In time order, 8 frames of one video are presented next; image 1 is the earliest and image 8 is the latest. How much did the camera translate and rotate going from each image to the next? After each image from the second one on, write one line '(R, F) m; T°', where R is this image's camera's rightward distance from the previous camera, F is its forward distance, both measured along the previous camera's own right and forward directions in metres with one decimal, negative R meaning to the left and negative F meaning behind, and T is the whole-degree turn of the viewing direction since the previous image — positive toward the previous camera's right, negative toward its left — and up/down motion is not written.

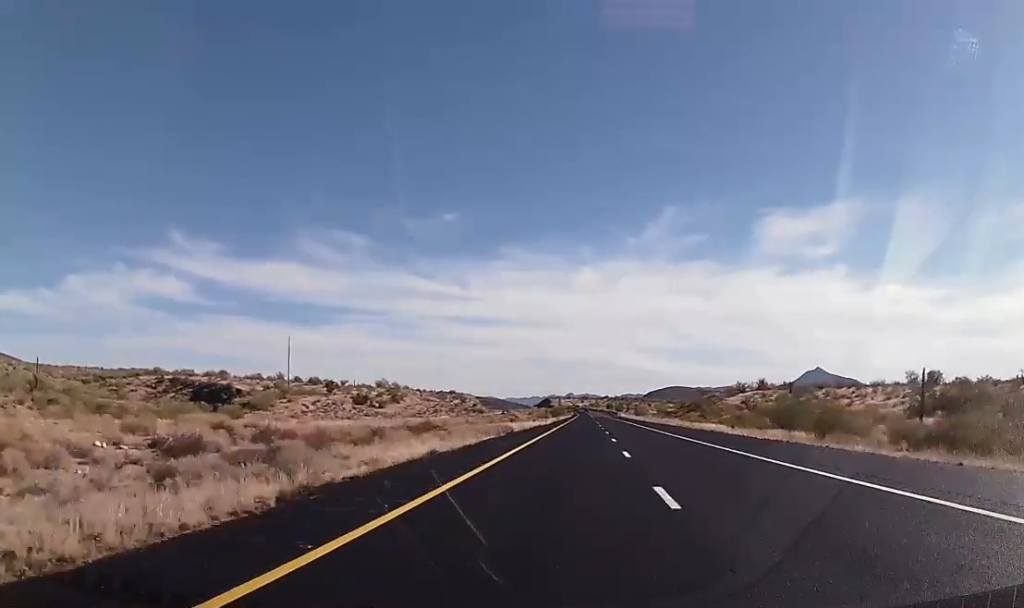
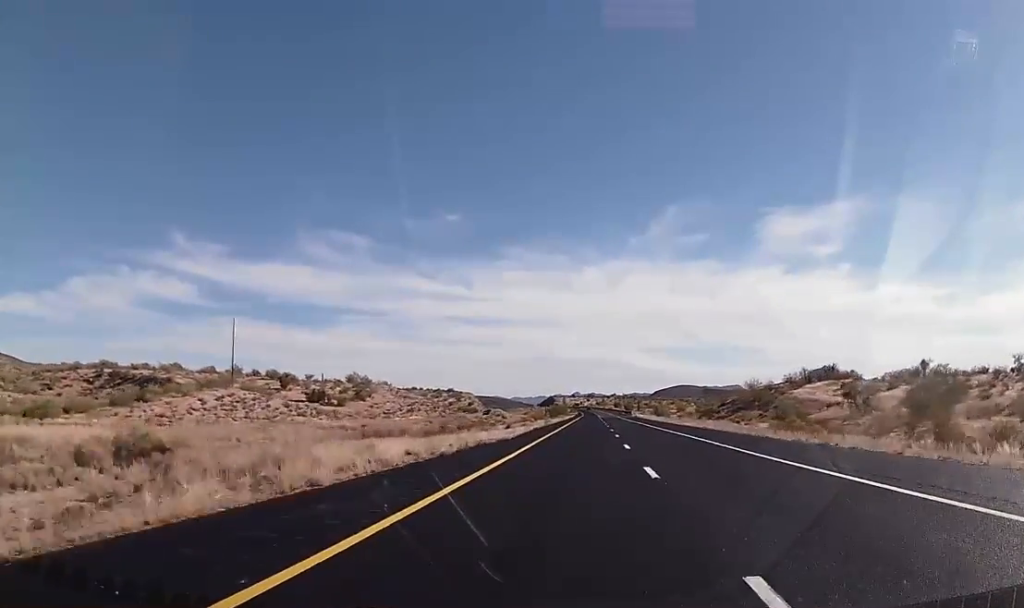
(-0.2, +44.1) m; 0°
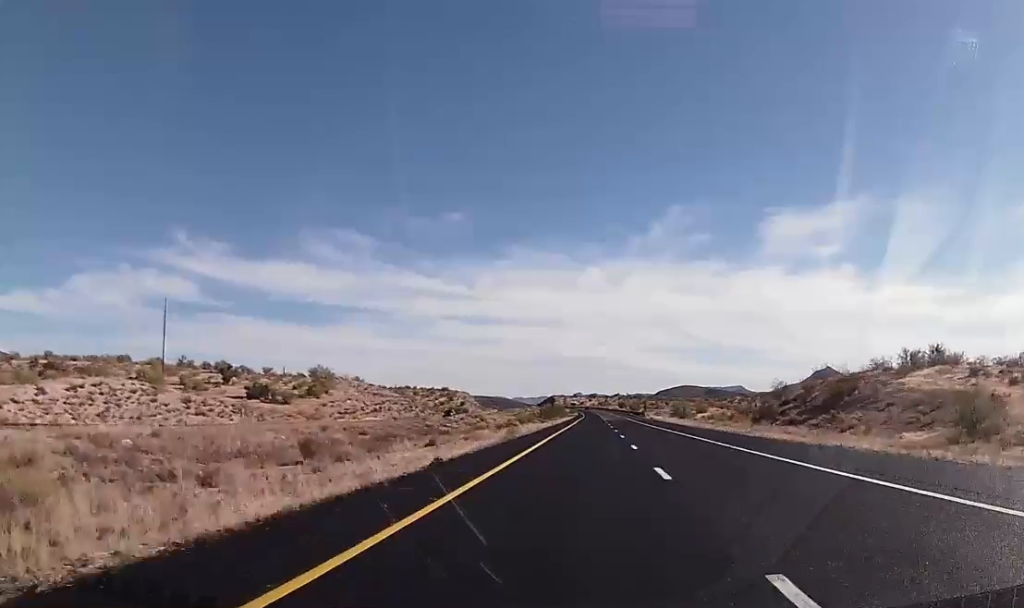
(+0.1, +36.5) m; 0°
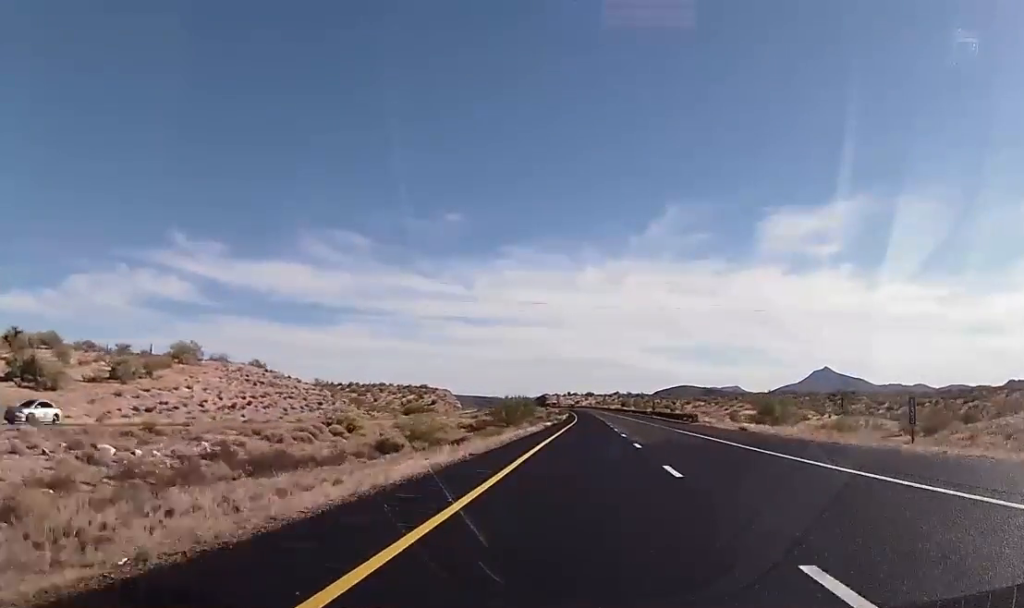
(-0.3, +73.2) m; 0°
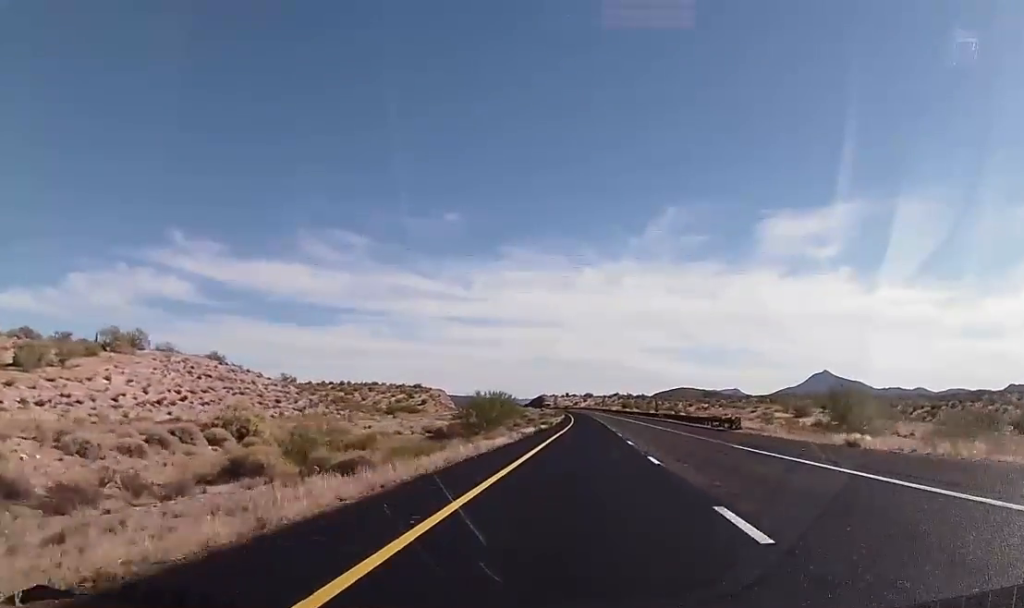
(0.0, +20.3) m; 0°
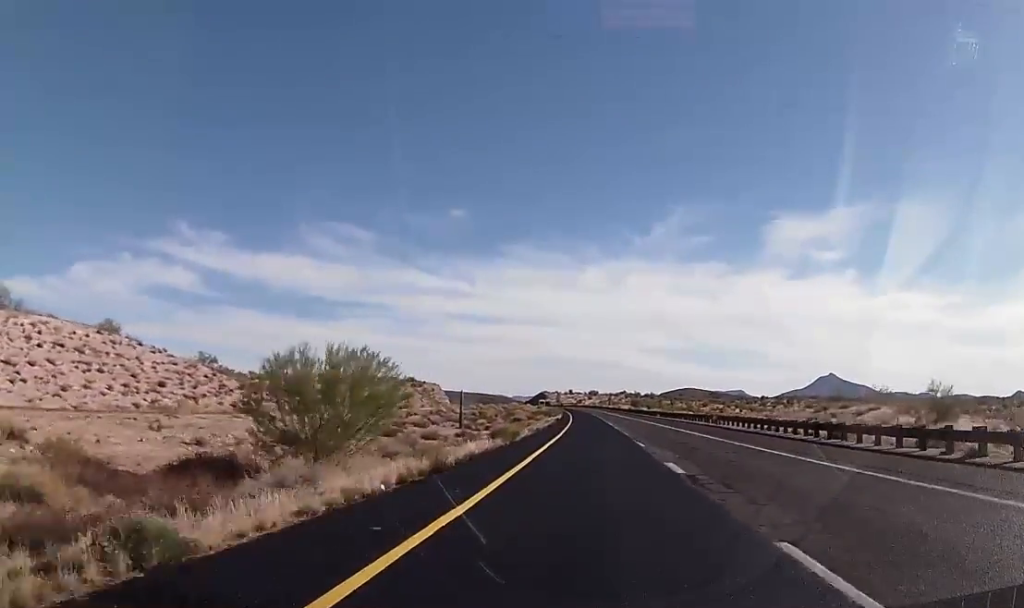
(+0.2, +39.2) m; 0°
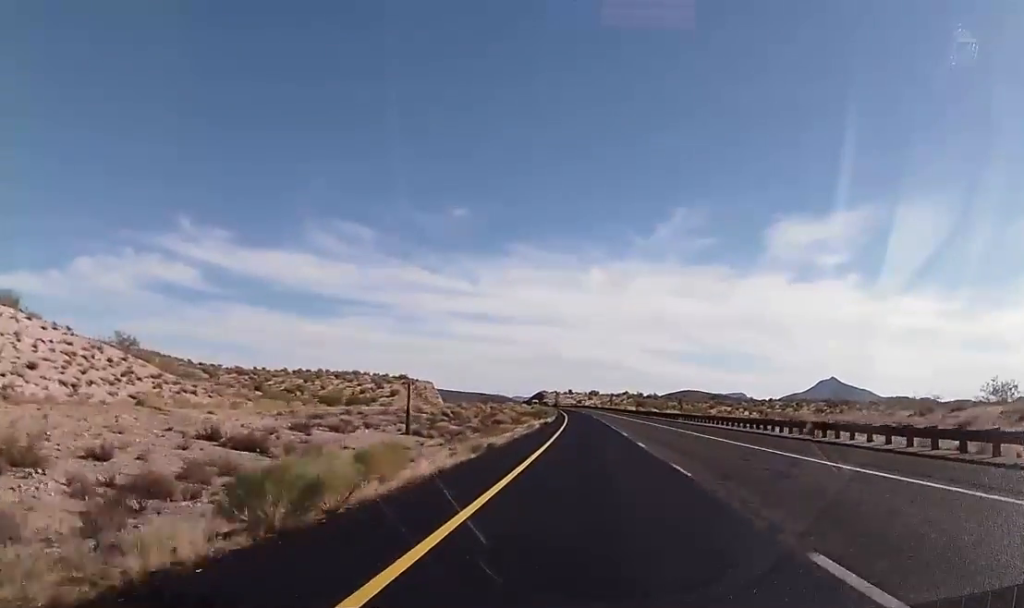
(+0.4, +25.3) m; -1°
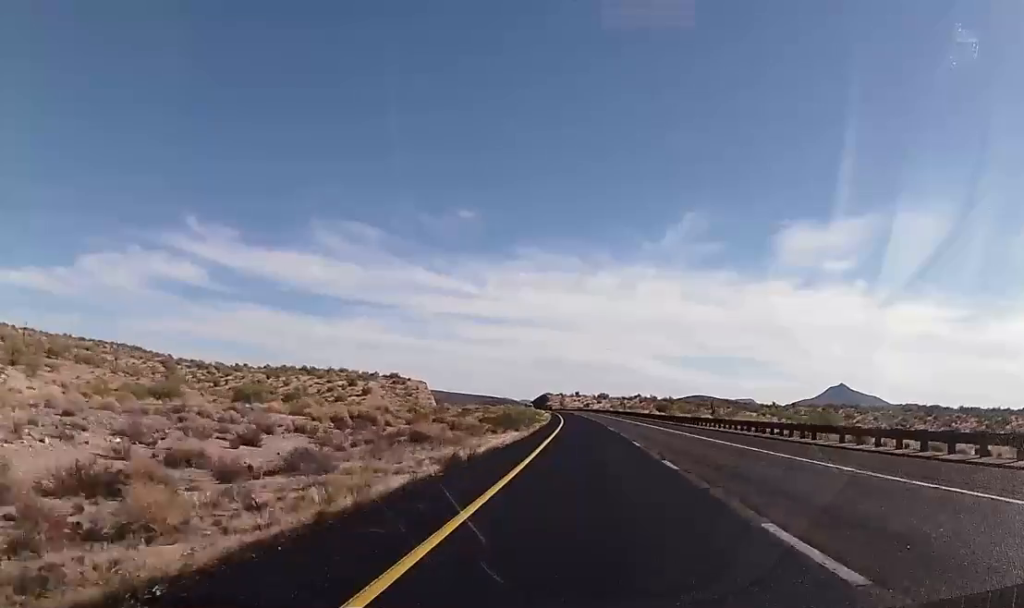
(-1.0, +46.7) m; 0°
